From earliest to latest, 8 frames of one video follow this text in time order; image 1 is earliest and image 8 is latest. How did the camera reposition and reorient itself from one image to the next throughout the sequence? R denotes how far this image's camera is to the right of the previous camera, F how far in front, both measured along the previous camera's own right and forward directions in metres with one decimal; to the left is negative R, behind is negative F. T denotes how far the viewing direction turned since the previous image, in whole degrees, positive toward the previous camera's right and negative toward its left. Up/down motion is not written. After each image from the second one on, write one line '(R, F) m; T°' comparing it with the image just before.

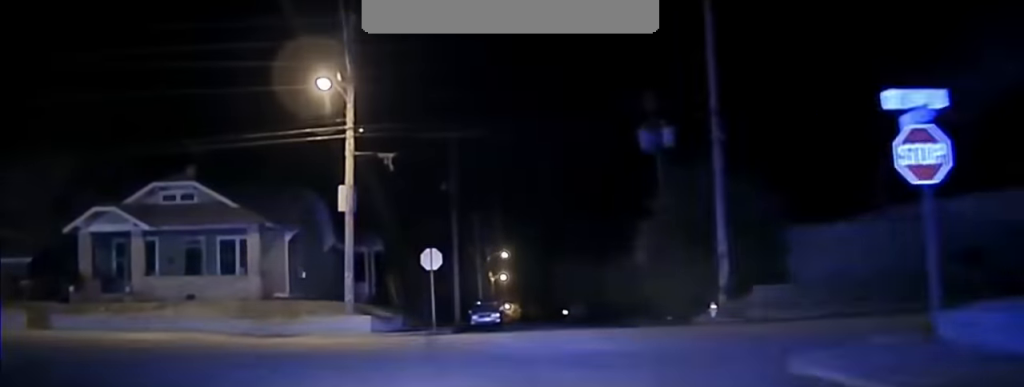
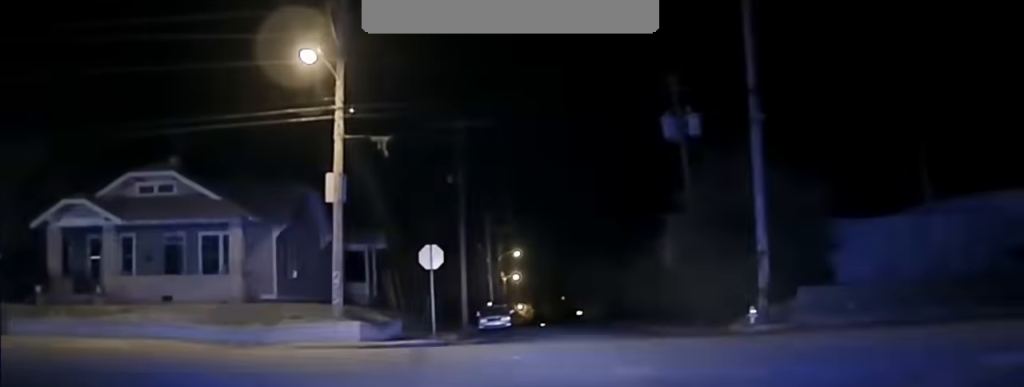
(+0.3, +5.2) m; -4°
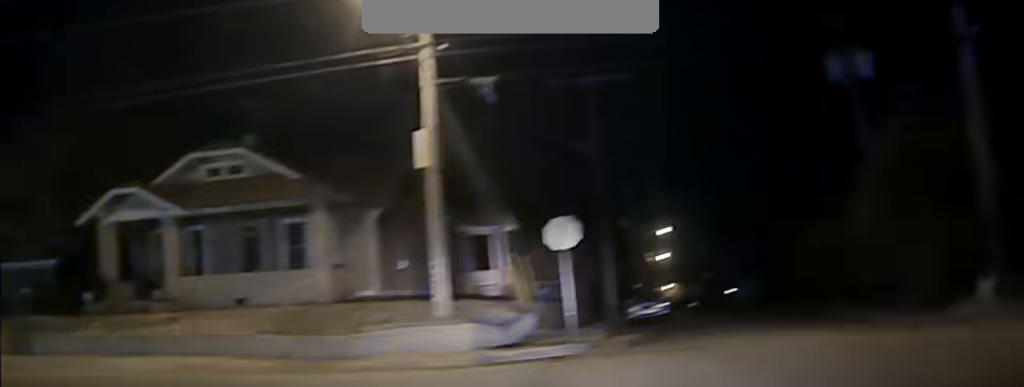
(-1.5, +9.1) m; -31°
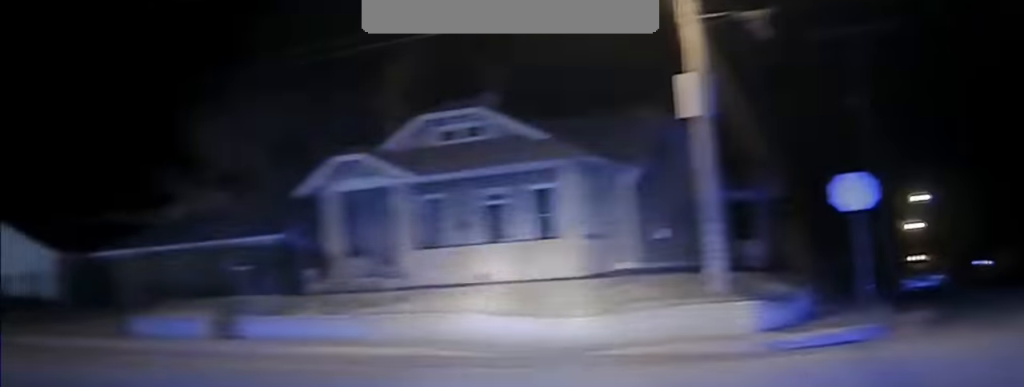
(-1.6, +3.6) m; -17°
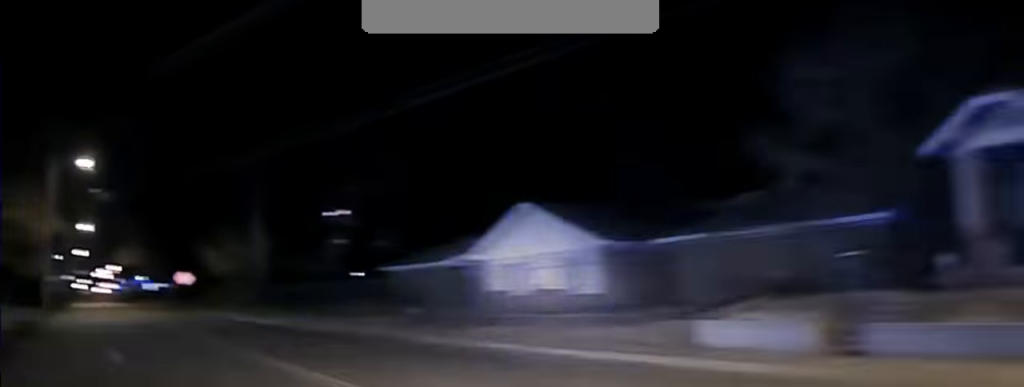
(-1.9, +7.1) m; -20°
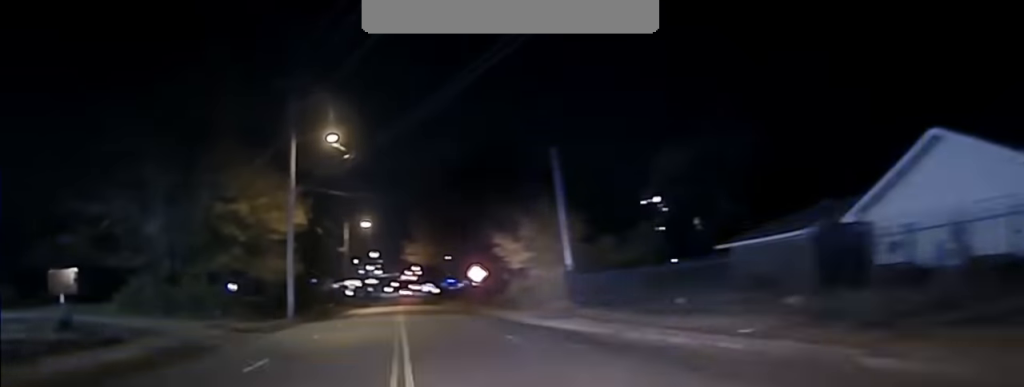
(-0.9, +9.7) m; -9°
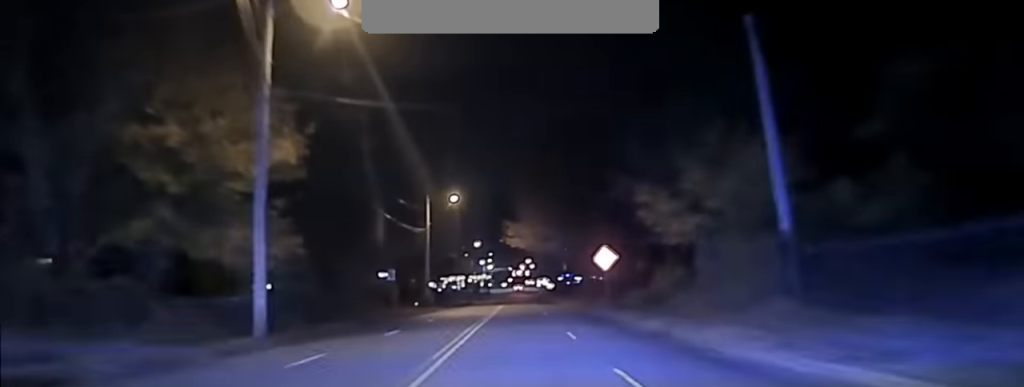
(-1.5, +21.6) m; -6°
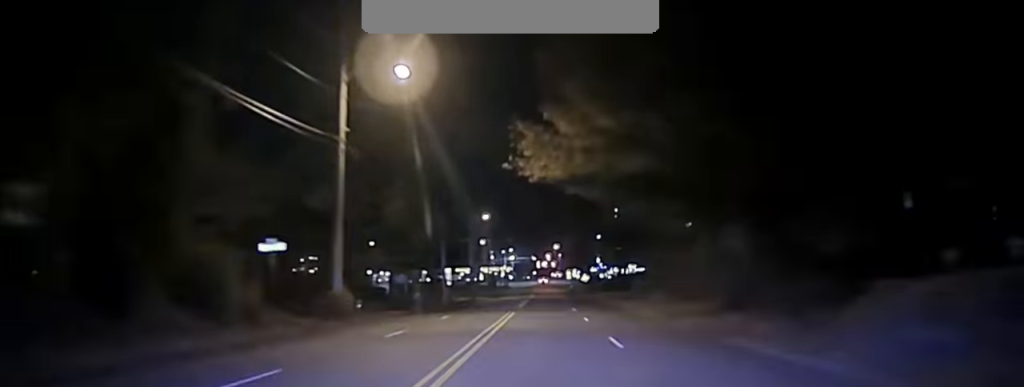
(-1.2, +42.2) m; -2°
